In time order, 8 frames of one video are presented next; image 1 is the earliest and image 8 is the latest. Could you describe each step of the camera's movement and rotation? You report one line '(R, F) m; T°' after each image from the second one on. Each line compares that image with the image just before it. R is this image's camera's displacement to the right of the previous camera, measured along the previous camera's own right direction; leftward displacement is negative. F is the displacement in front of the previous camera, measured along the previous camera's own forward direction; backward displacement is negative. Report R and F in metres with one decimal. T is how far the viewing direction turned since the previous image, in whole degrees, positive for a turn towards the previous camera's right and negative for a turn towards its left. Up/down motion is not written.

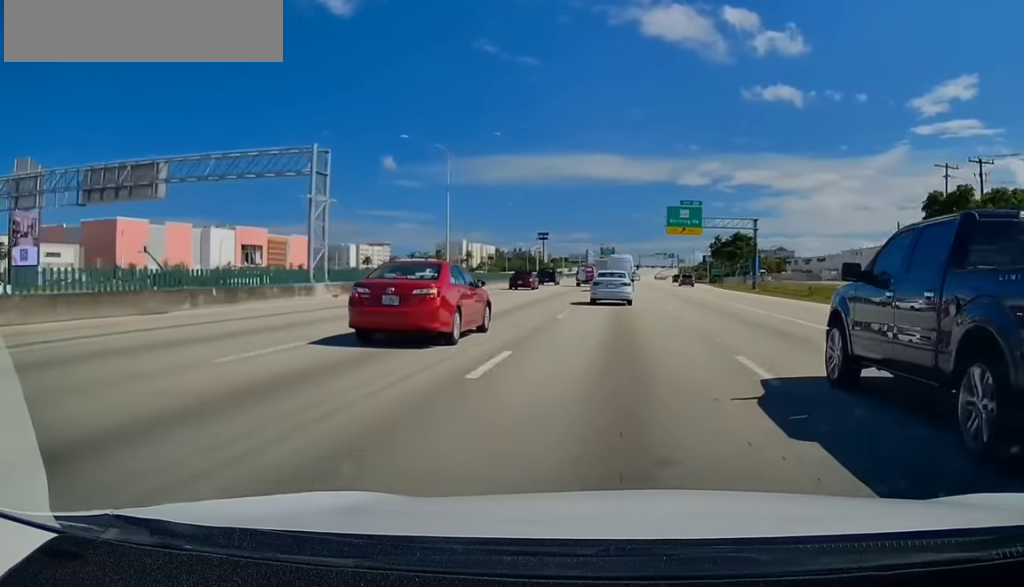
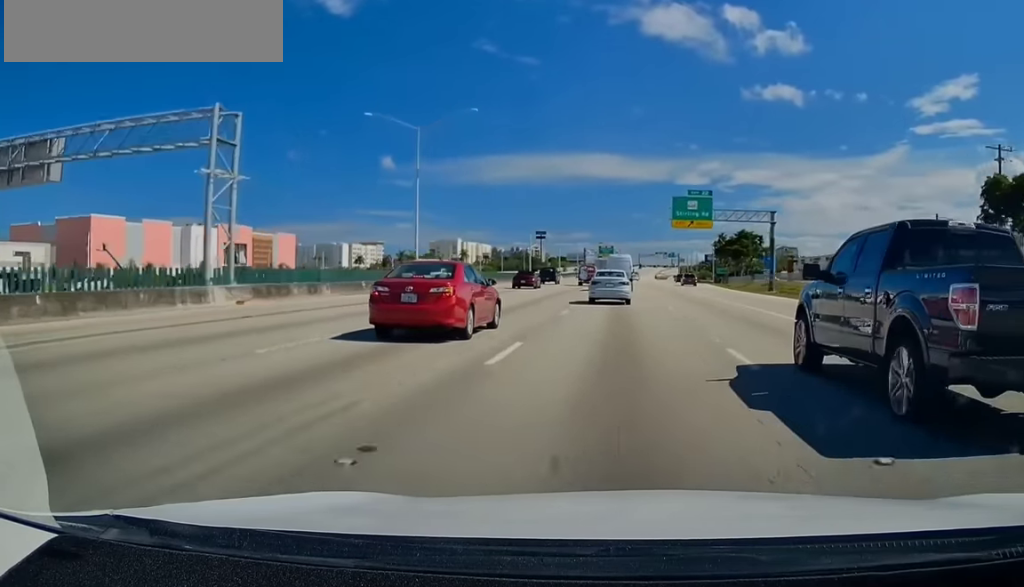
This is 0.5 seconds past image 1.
(0.0, +11.8) m; 0°
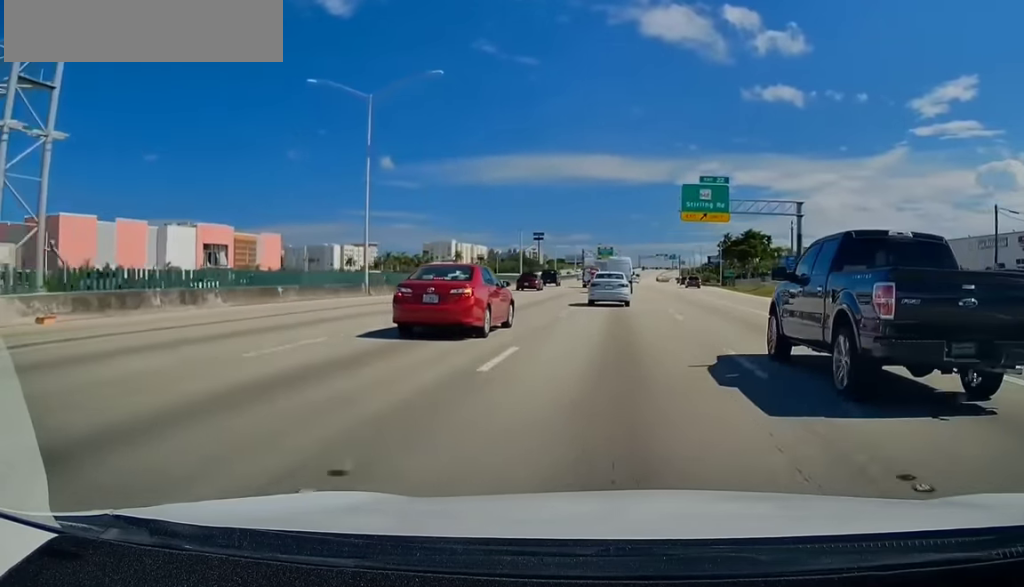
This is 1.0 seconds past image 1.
(0.0, +12.7) m; 0°
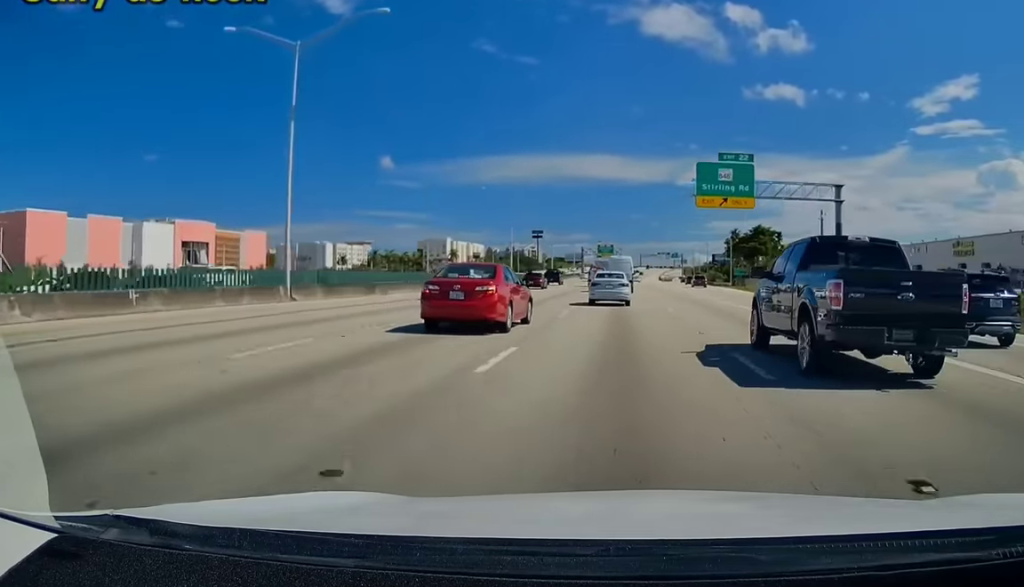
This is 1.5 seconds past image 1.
(0.0, +12.6) m; 0°
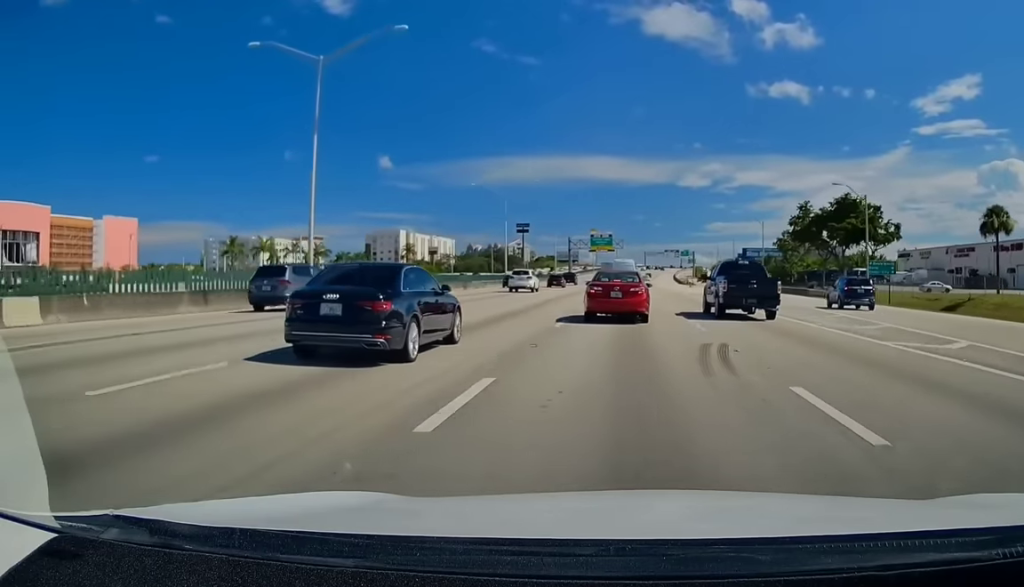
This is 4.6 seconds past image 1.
(-0.8, +76.9) m; -1°
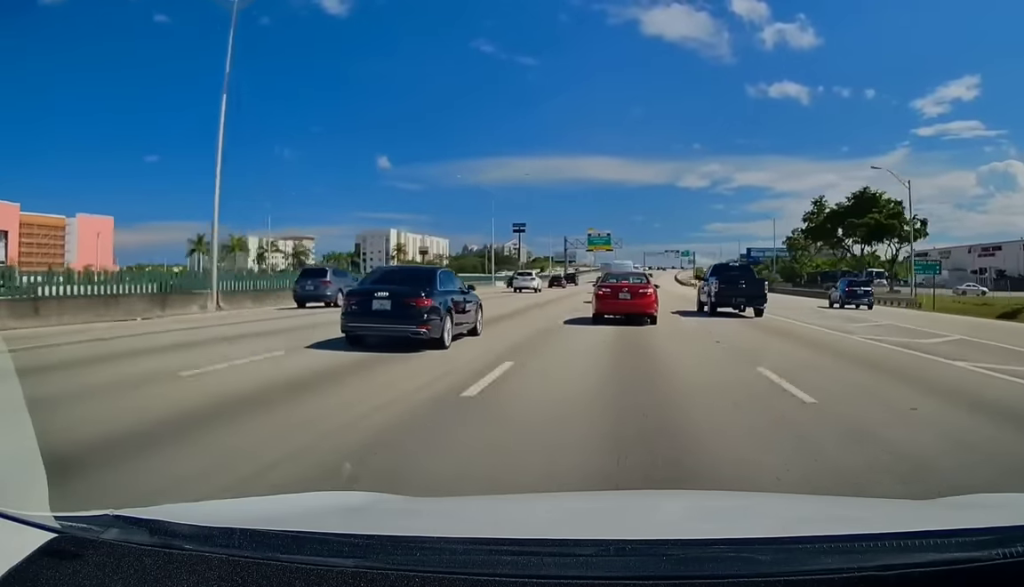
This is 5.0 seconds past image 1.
(0.0, +9.9) m; 0°
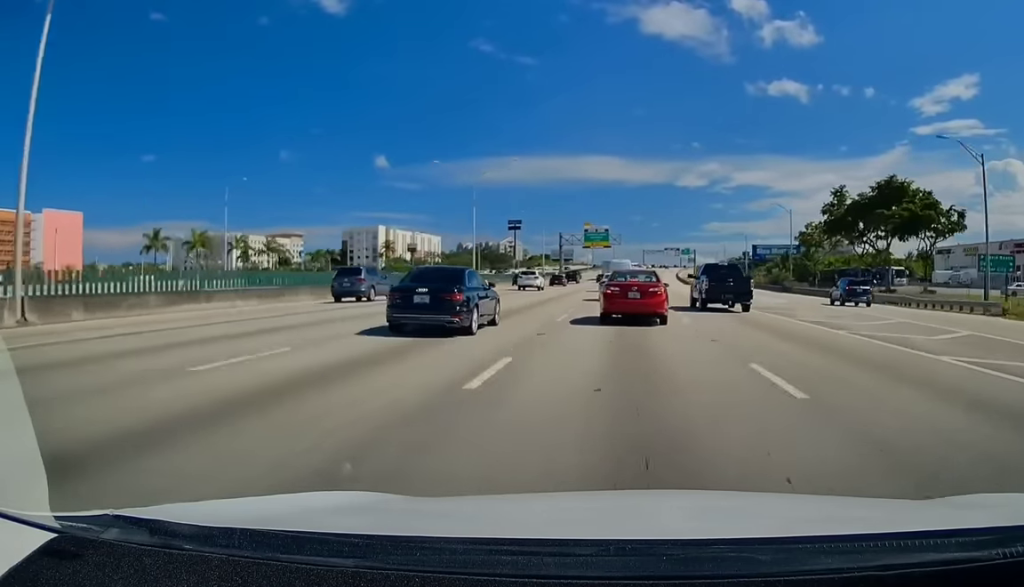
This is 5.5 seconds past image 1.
(0.0, +11.8) m; 0°
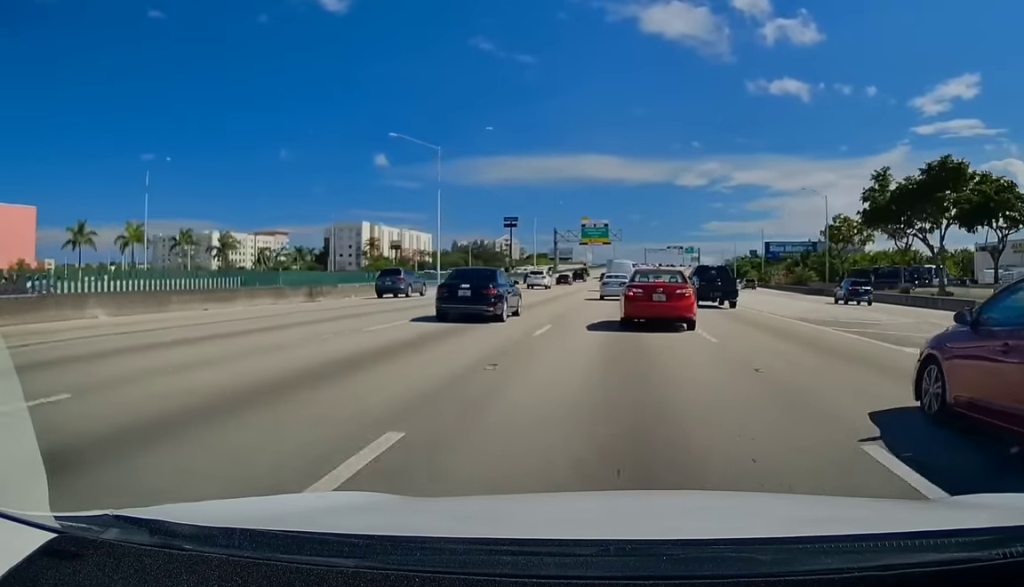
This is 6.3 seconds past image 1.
(0.0, +17.6) m; 0°
